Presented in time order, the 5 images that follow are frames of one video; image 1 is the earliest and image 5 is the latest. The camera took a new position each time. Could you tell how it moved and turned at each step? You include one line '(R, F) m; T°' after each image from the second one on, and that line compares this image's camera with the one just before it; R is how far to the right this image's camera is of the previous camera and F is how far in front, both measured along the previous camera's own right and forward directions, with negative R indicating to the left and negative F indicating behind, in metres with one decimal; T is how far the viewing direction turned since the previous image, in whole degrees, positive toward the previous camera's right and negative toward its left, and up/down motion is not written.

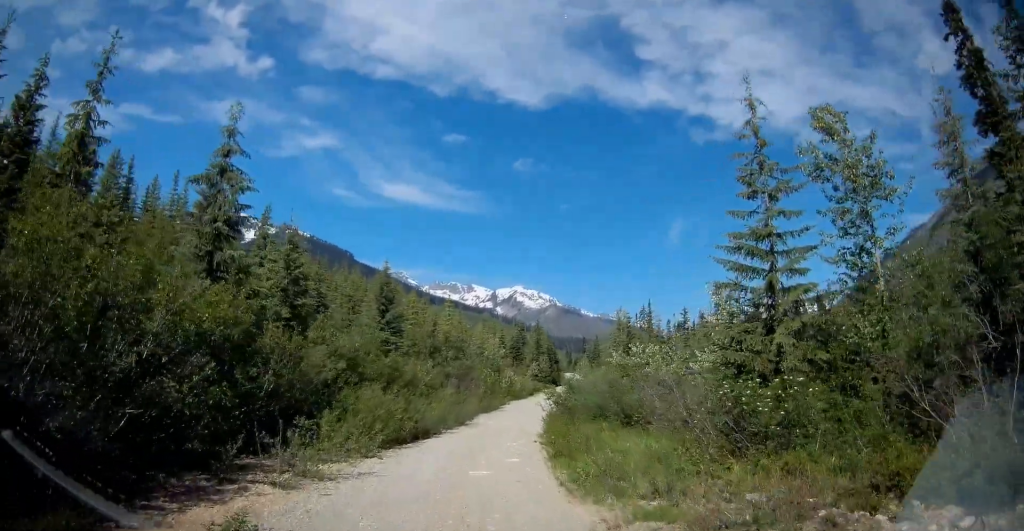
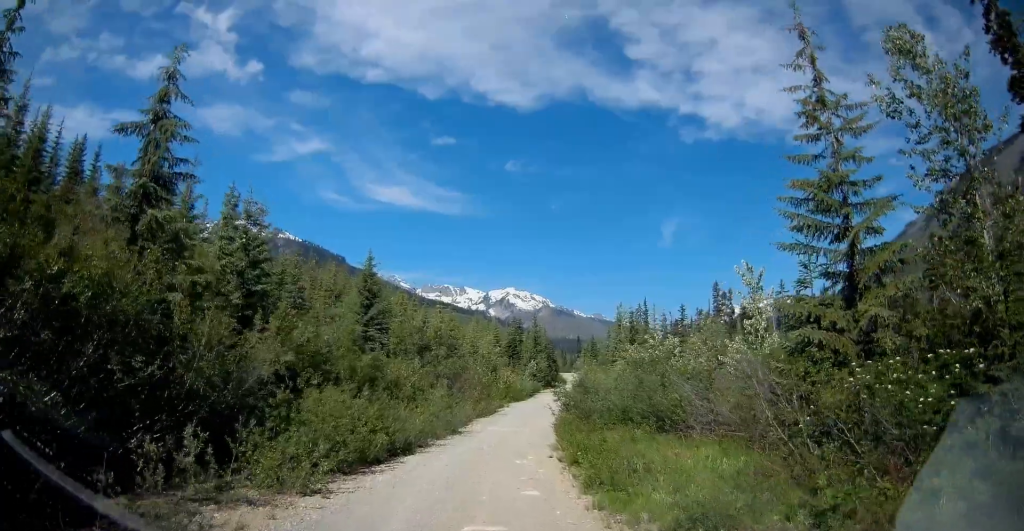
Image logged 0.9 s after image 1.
(-0.2, +4.9) m; -6°
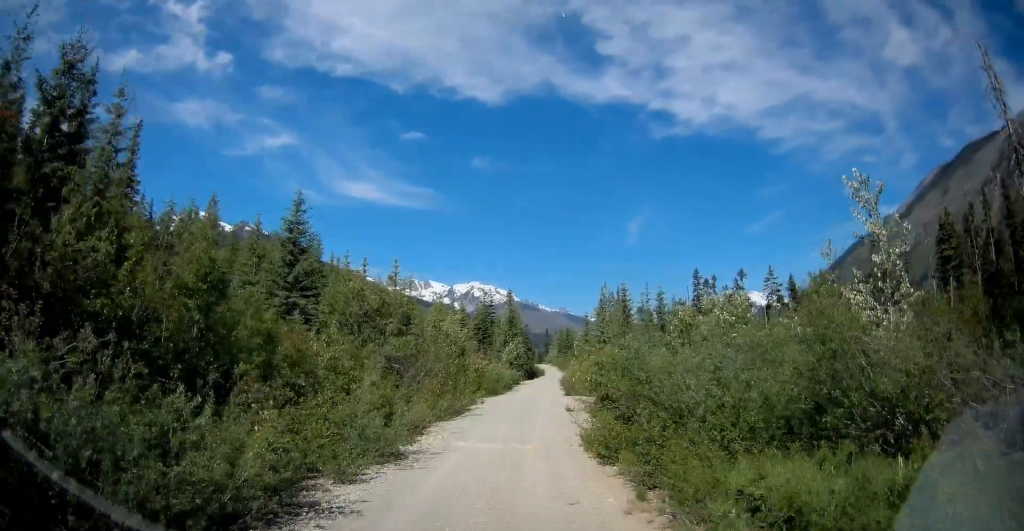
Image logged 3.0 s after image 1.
(+0.4, +11.6) m; +6°
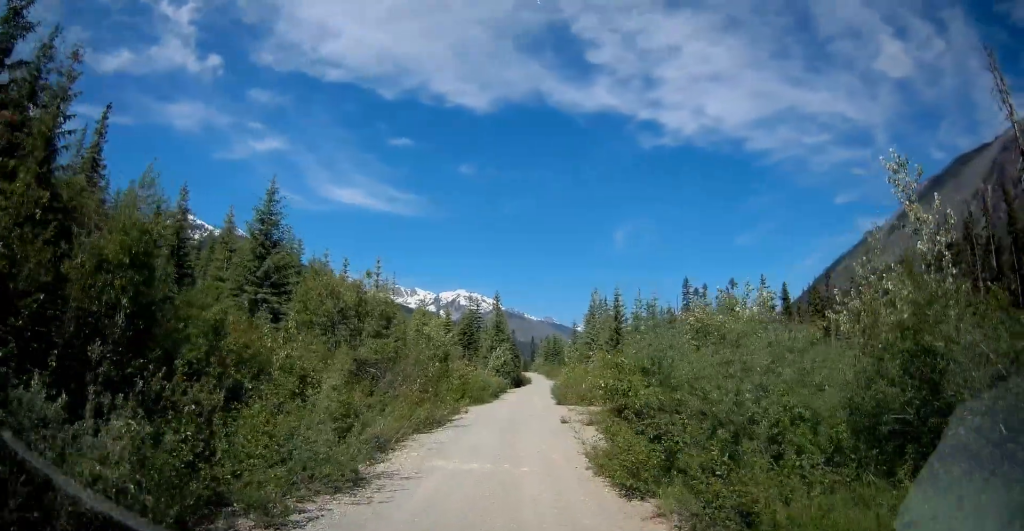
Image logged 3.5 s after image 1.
(-0.1, +2.9) m; +1°
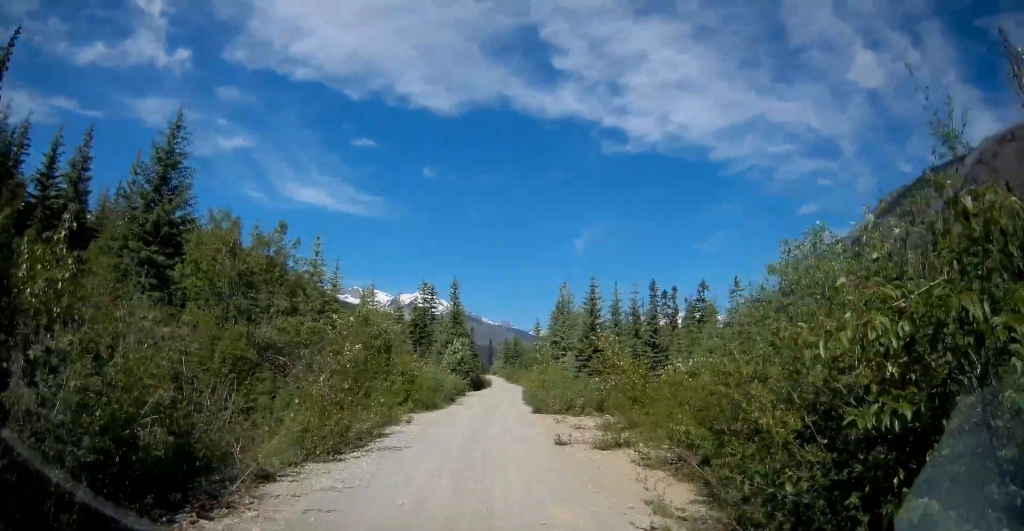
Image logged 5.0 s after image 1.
(+0.5, +8.4) m; +9°
